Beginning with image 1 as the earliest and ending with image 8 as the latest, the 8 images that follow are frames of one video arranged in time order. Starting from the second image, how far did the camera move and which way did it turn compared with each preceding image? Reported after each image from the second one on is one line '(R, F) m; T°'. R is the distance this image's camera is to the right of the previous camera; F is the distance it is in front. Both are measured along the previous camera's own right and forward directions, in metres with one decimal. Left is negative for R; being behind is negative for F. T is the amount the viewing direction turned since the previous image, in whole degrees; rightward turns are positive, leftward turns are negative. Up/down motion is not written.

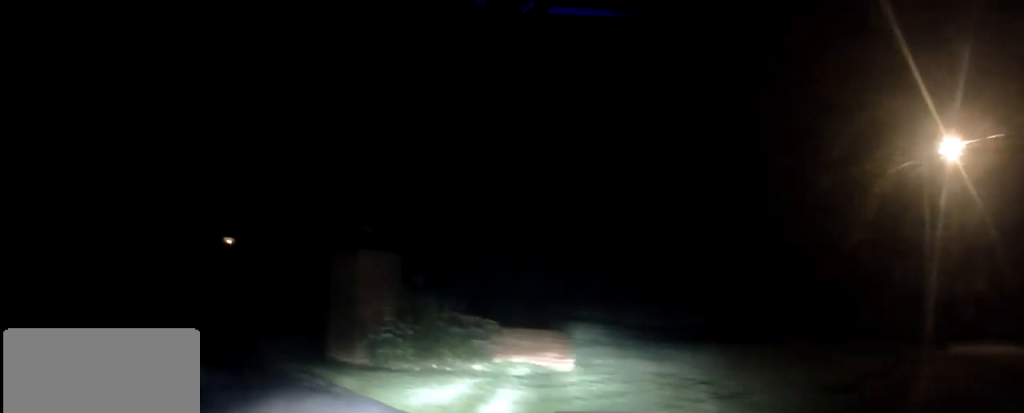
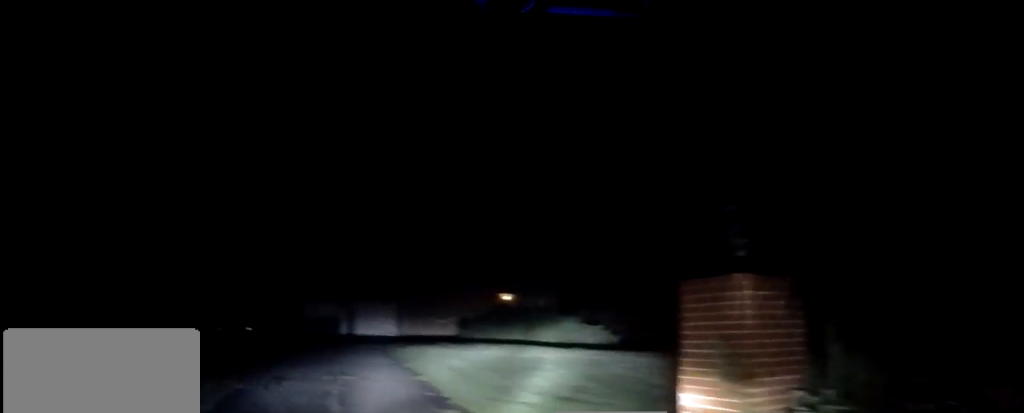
(-0.9, +3.8) m; -21°
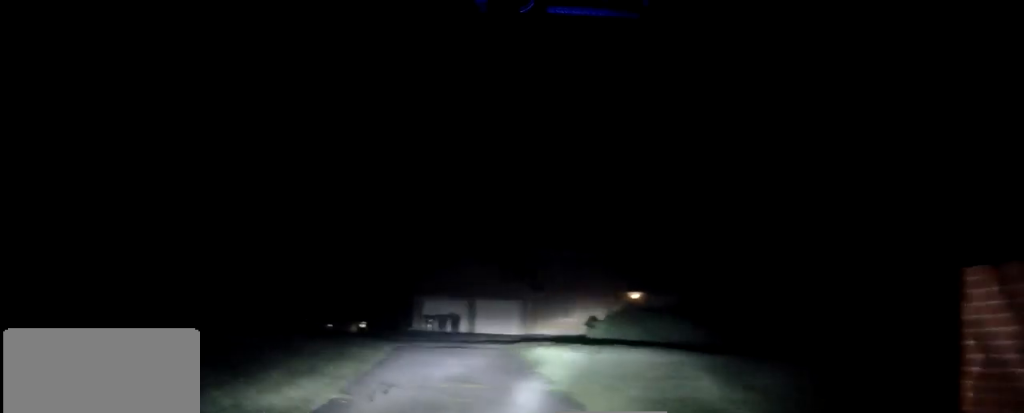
(-0.1, +1.9) m; -7°
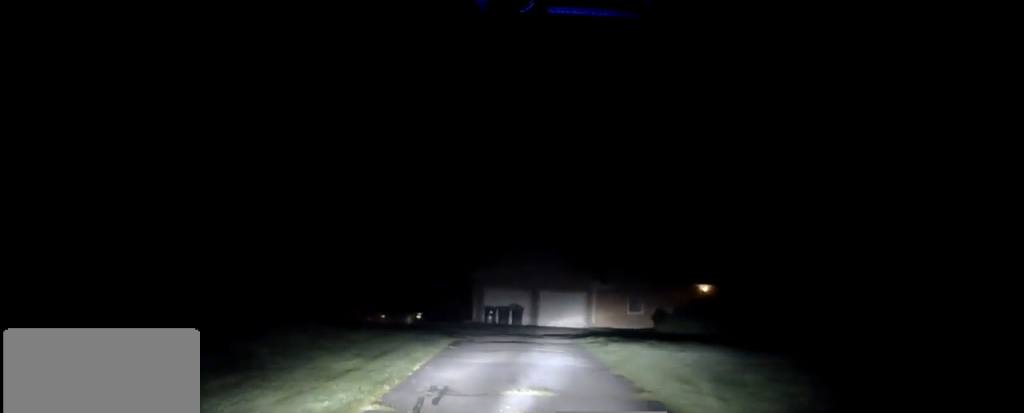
(-0.1, +2.0) m; -6°
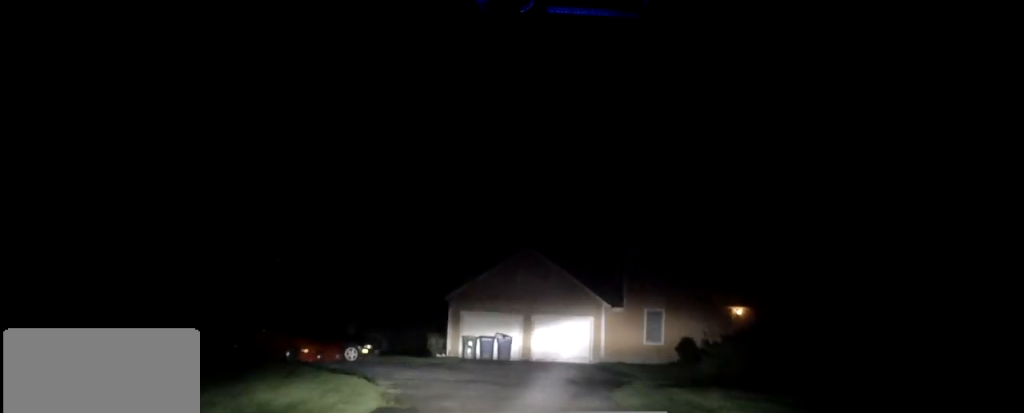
(0.0, +9.0) m; +4°
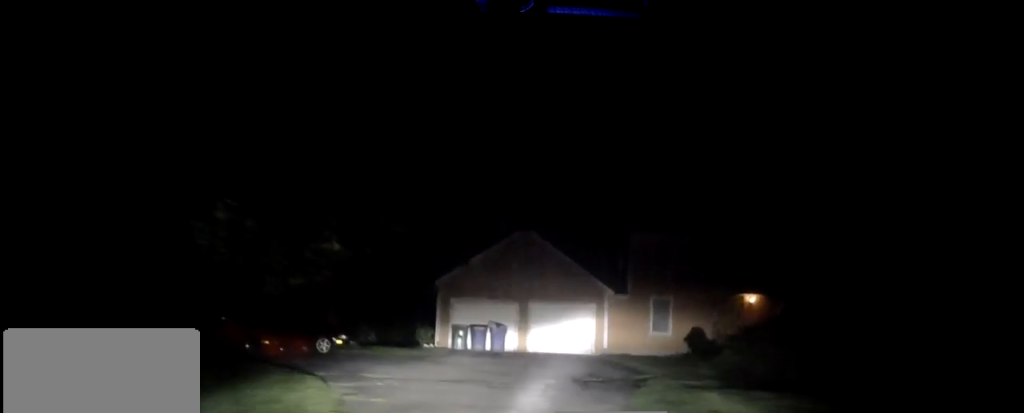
(0.0, +2.5) m; 0°
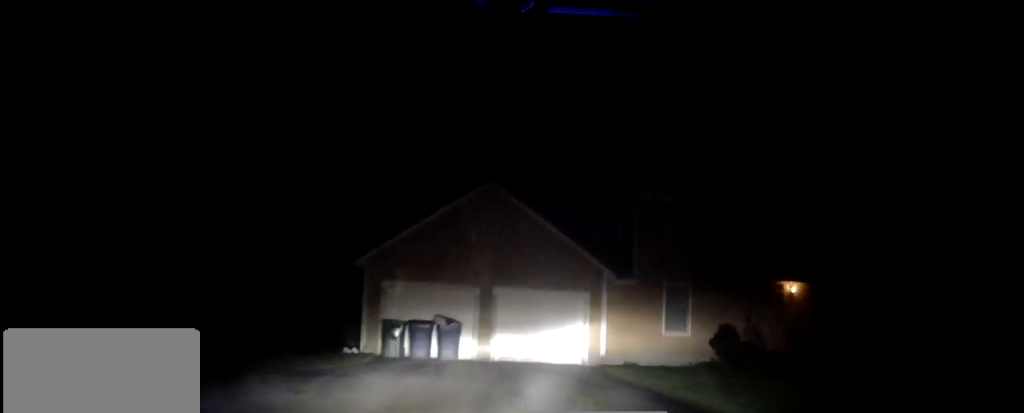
(0.0, +7.7) m; +2°
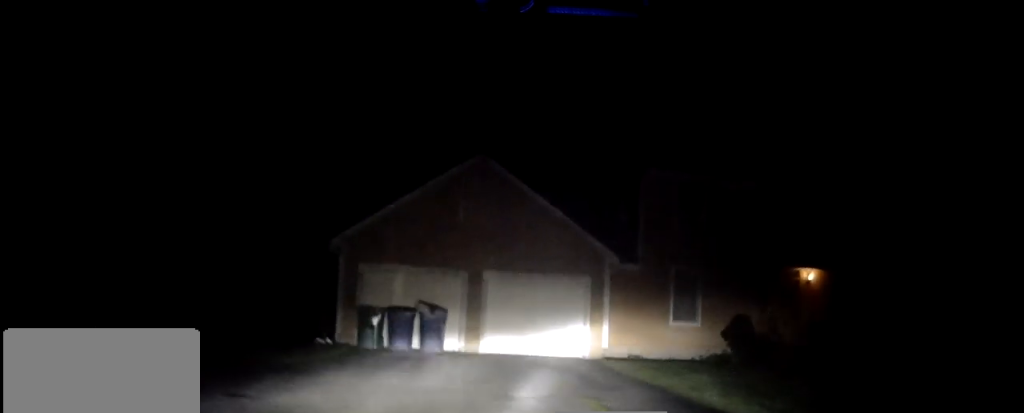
(-0.1, +2.0) m; +2°
